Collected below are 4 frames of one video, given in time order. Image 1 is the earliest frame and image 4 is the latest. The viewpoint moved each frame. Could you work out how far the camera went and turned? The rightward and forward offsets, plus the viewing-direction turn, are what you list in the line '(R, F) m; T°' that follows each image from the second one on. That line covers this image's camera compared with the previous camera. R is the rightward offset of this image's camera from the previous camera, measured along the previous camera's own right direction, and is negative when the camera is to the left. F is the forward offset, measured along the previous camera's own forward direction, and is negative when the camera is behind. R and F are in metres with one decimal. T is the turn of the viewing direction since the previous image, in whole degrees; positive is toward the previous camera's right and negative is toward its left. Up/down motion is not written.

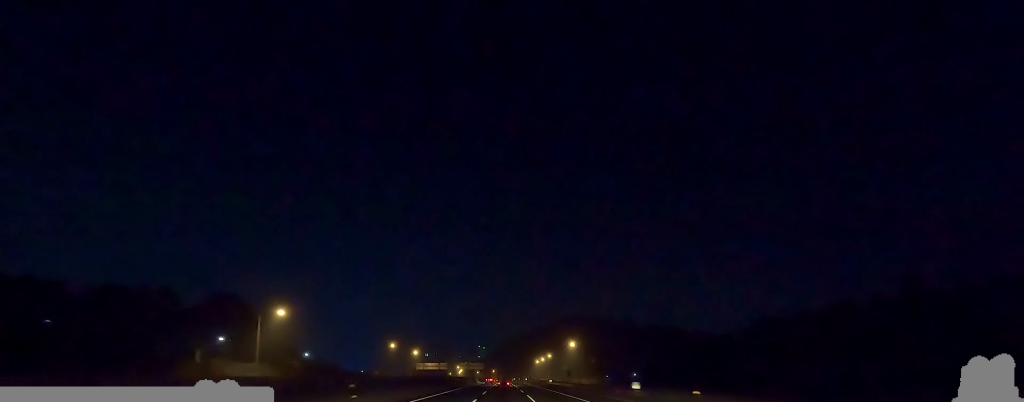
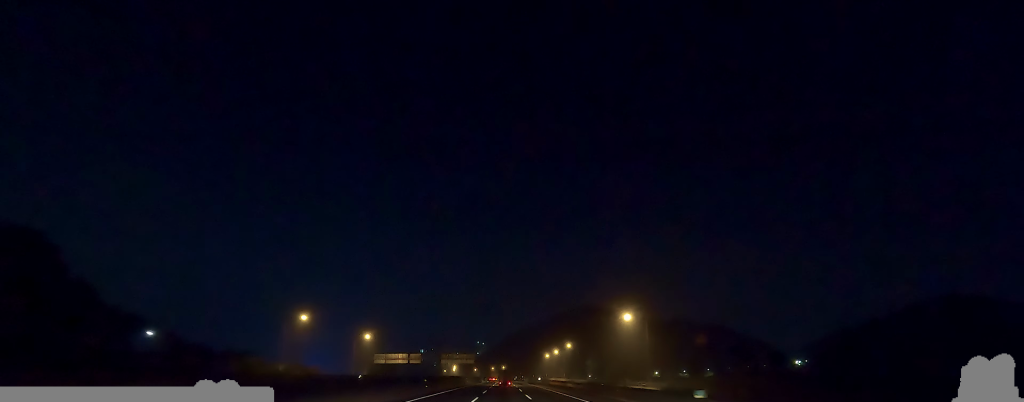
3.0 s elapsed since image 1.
(-0.9, +78.1) m; -2°
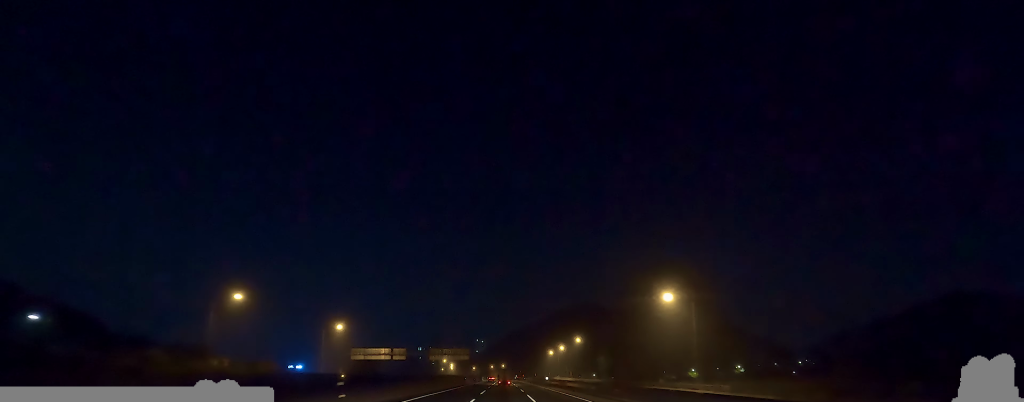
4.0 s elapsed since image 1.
(-0.1, +24.1) m; 0°
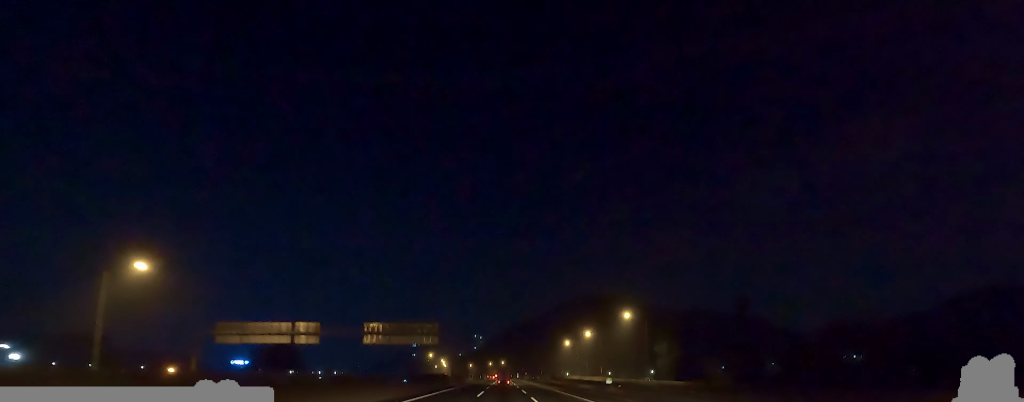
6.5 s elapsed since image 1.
(-0.5, +64.4) m; 0°
